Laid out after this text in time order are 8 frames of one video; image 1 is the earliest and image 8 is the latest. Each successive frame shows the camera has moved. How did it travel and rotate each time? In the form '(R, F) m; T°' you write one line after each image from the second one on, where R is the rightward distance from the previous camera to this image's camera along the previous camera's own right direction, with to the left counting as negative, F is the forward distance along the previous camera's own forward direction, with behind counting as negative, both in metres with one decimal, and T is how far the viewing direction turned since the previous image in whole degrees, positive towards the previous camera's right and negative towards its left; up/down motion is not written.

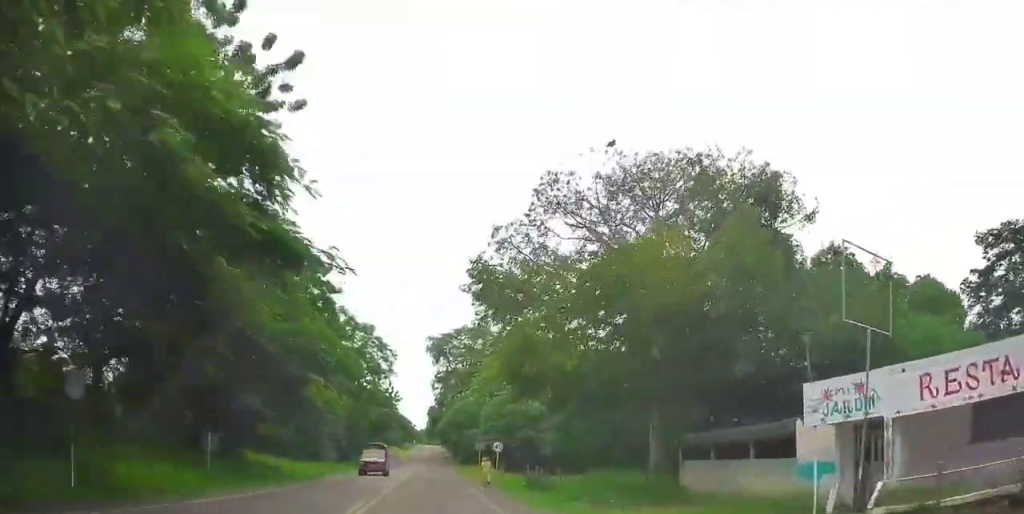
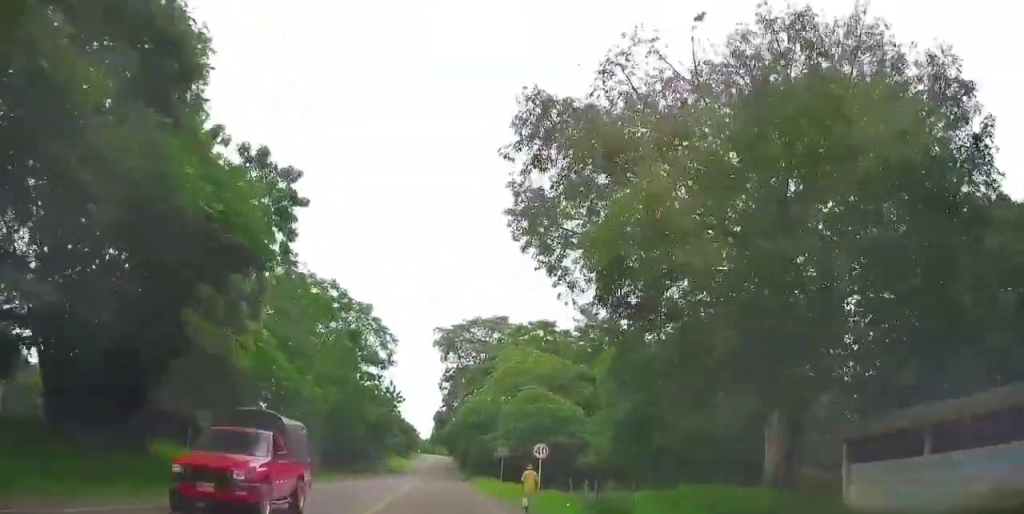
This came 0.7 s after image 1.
(+1.3, +11.6) m; +6°
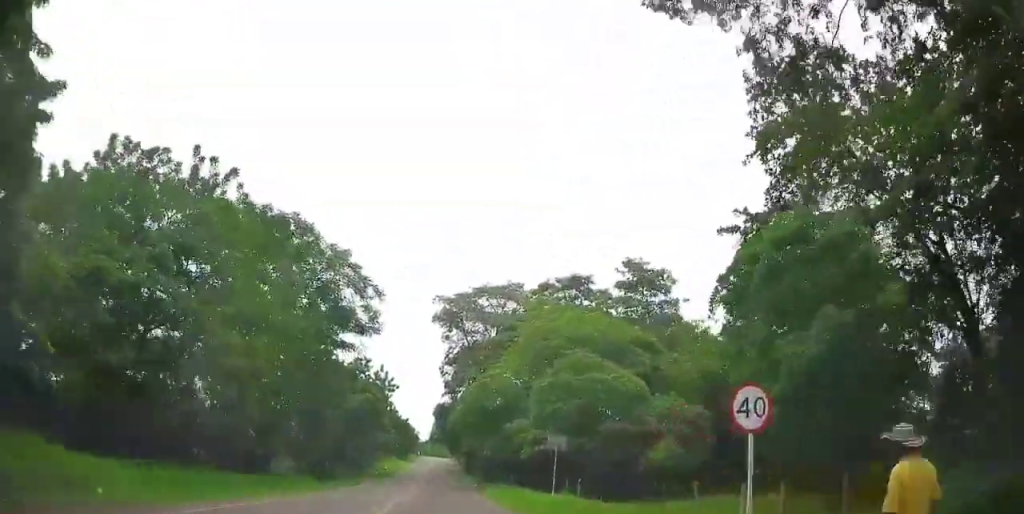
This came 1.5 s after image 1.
(+0.6, +14.6) m; +2°
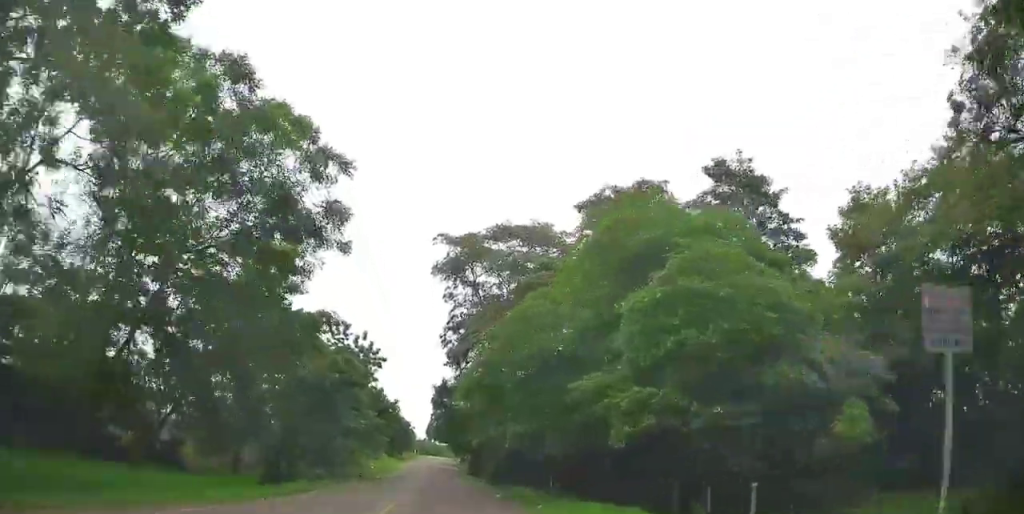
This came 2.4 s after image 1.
(+0.1, +15.9) m; -2°
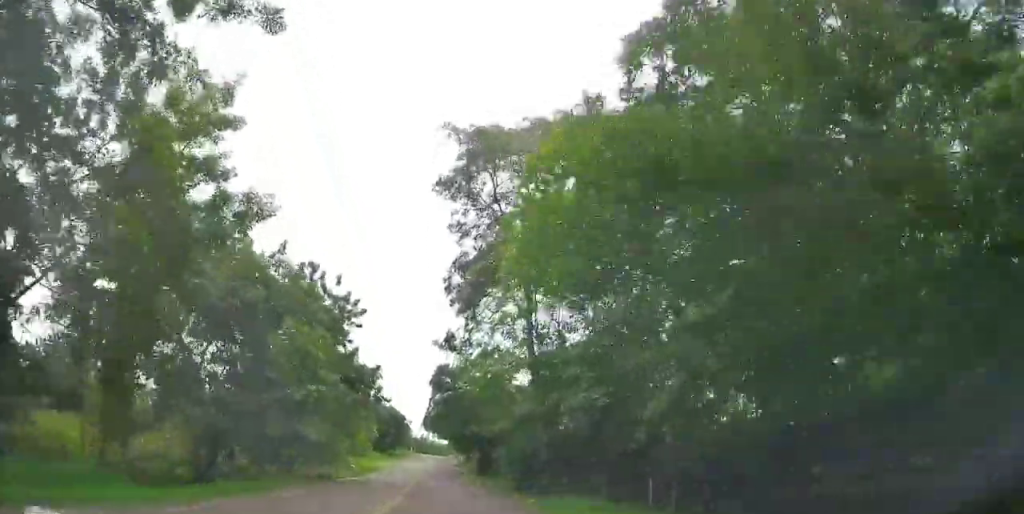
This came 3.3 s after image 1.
(-0.3, +14.4) m; -8°
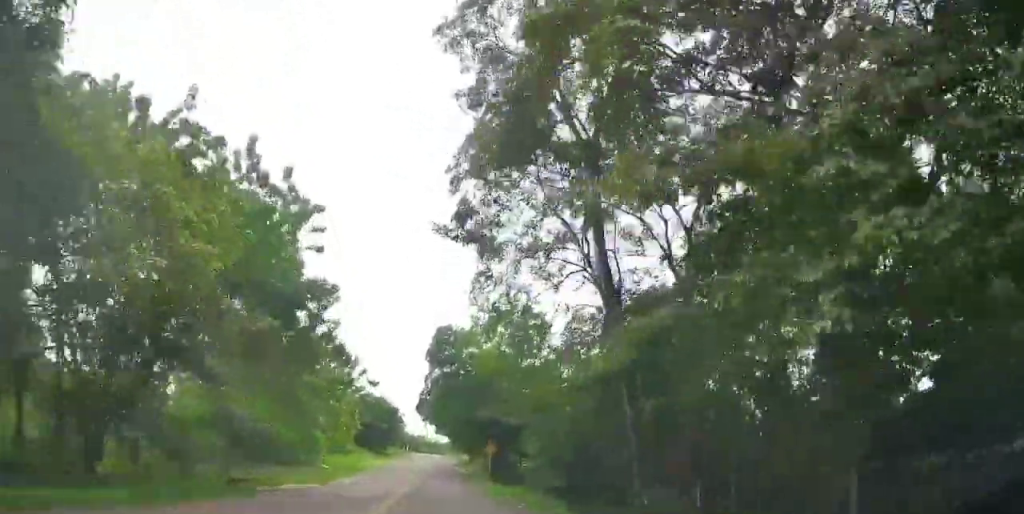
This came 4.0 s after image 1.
(-0.5, +12.9) m; -12°
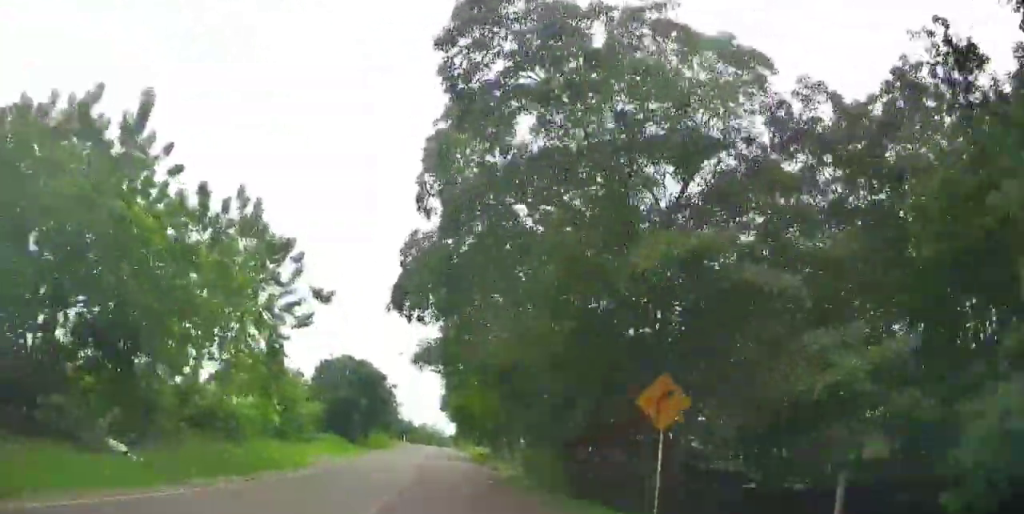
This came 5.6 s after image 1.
(-5.9, +32.2) m; -10°
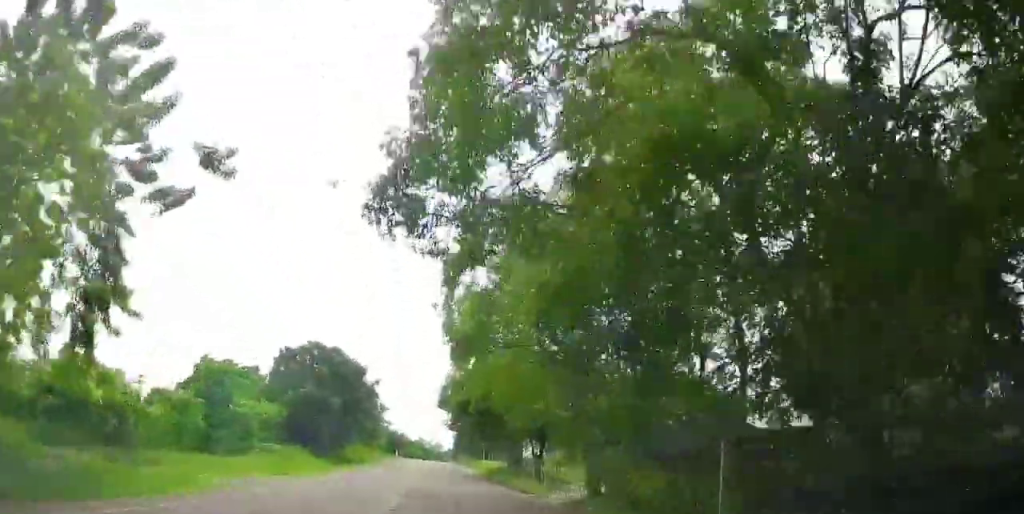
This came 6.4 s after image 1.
(0.0, +19.9) m; 0°
